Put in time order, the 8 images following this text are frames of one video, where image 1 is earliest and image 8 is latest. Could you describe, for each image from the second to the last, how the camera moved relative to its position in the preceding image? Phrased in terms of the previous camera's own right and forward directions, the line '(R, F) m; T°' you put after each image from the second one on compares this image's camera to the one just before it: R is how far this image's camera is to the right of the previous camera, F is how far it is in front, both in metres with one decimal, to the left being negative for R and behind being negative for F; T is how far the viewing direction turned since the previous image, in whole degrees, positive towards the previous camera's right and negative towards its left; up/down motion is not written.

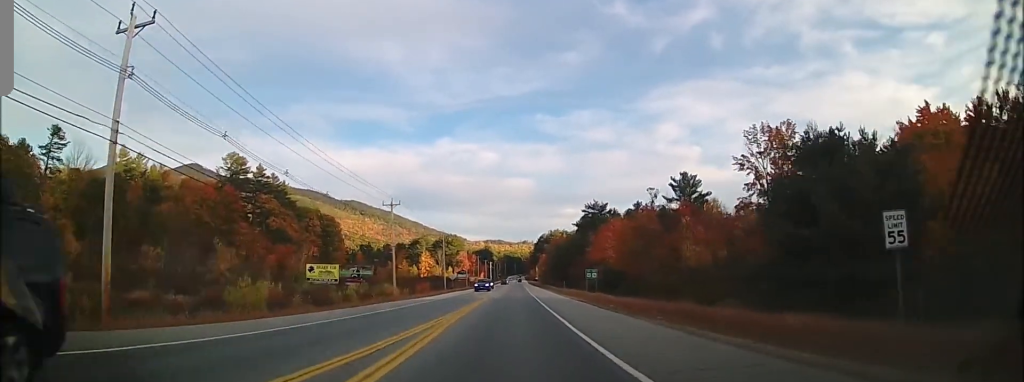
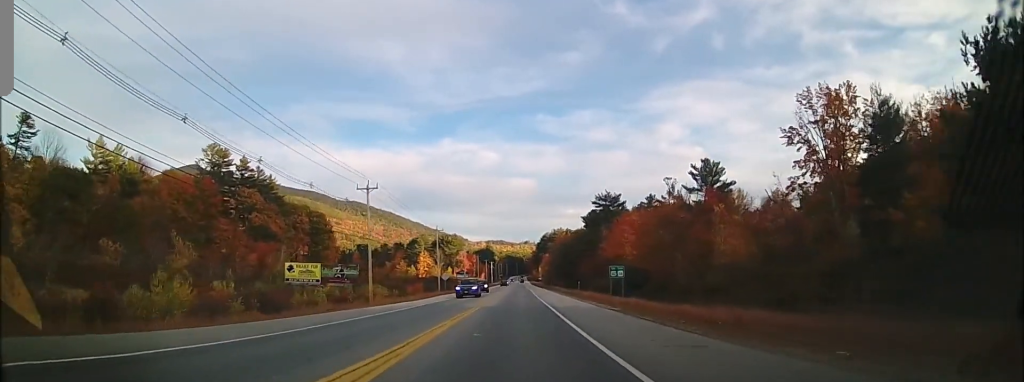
(-0.1, +13.4) m; 0°
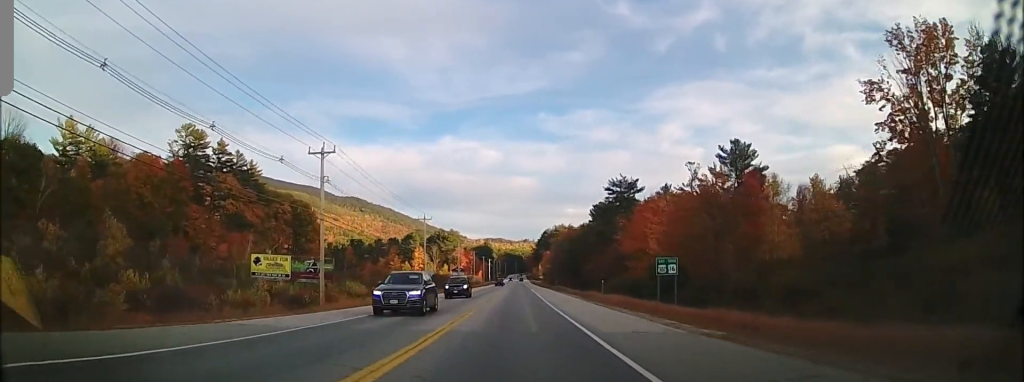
(-0.2, +15.4) m; 0°
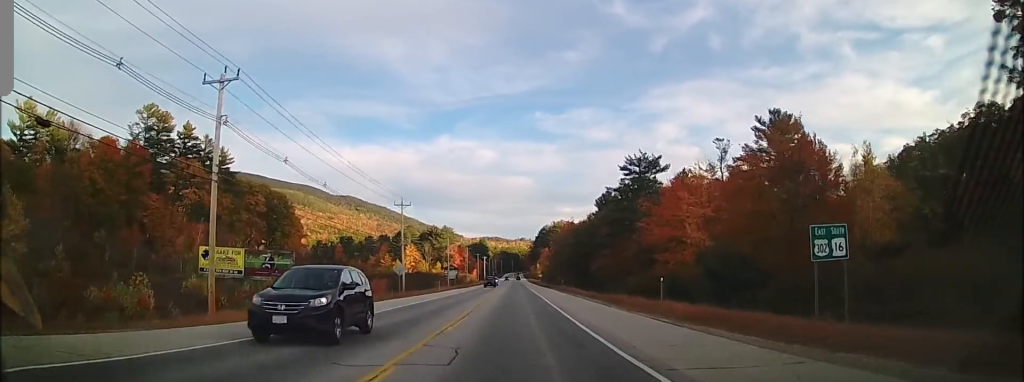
(+0.3, +17.4) m; +1°
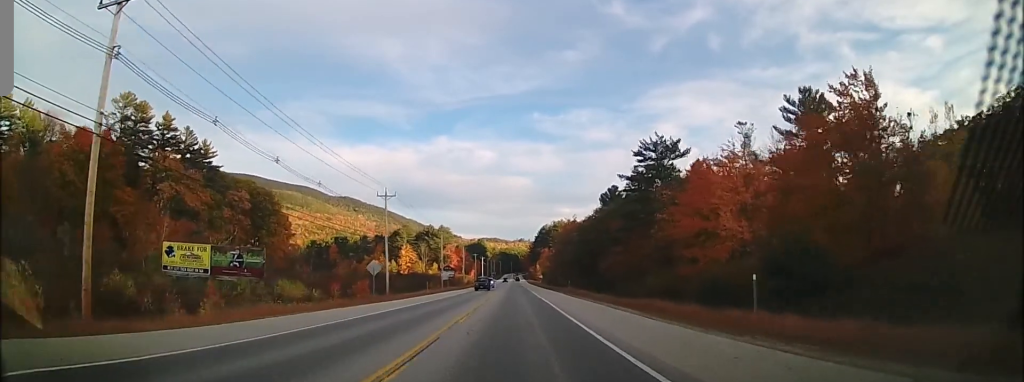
(-0.1, +9.7) m; 0°
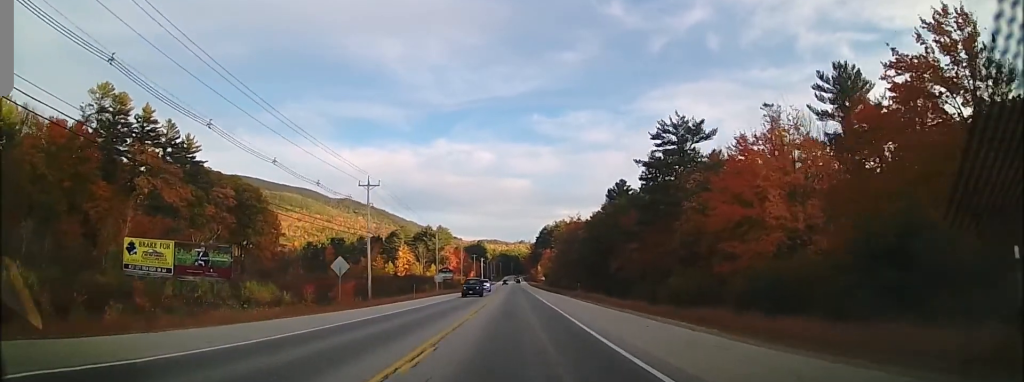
(0.0, +9.0) m; 0°
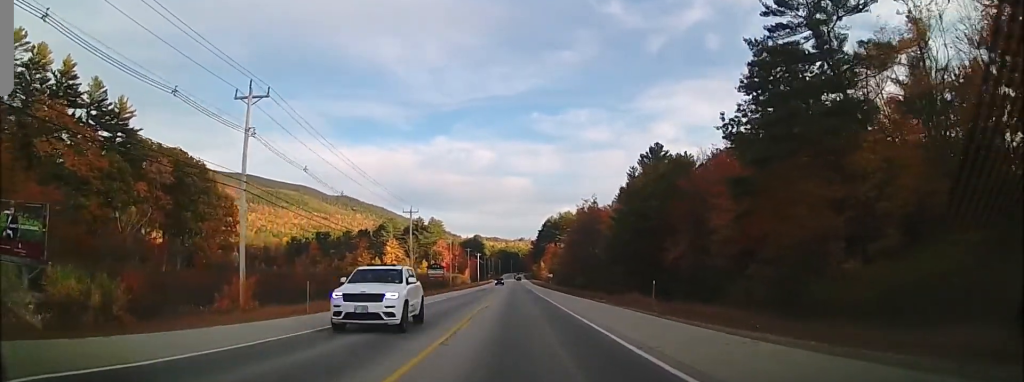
(+0.3, +29.1) m; +1°
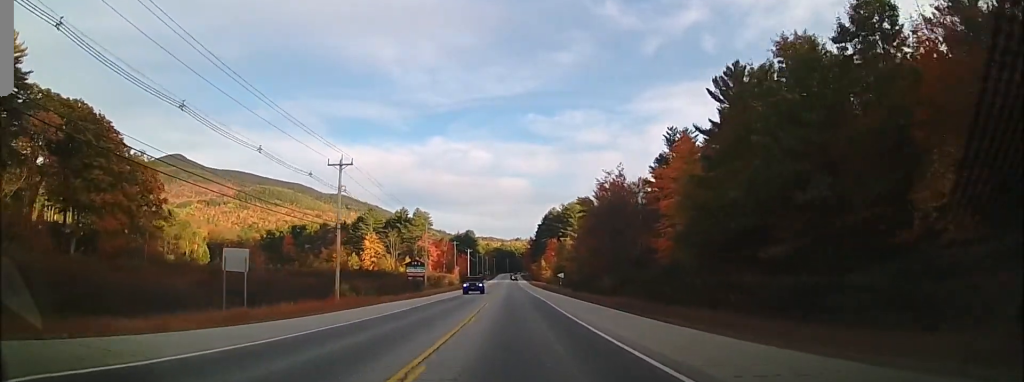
(-0.2, +34.0) m; 0°
